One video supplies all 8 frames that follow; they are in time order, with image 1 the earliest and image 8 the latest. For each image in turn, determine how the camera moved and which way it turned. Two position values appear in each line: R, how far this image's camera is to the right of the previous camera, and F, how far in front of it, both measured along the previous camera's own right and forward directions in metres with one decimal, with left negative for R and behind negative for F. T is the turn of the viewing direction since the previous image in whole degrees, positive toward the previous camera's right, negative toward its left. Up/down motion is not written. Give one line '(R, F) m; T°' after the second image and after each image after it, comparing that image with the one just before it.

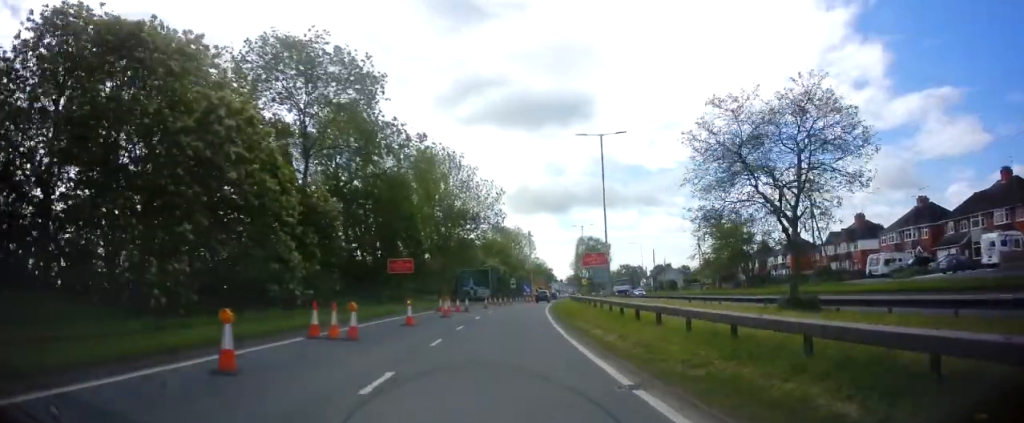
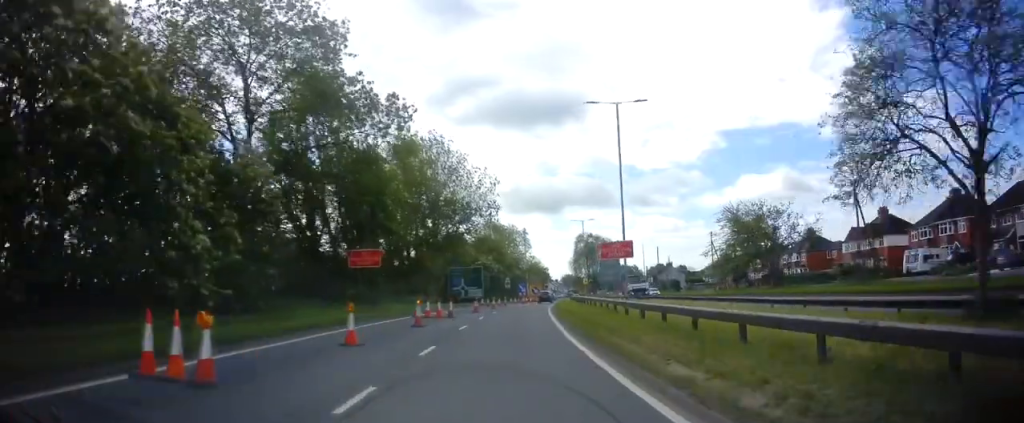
(+0.1, +7.5) m; +2°
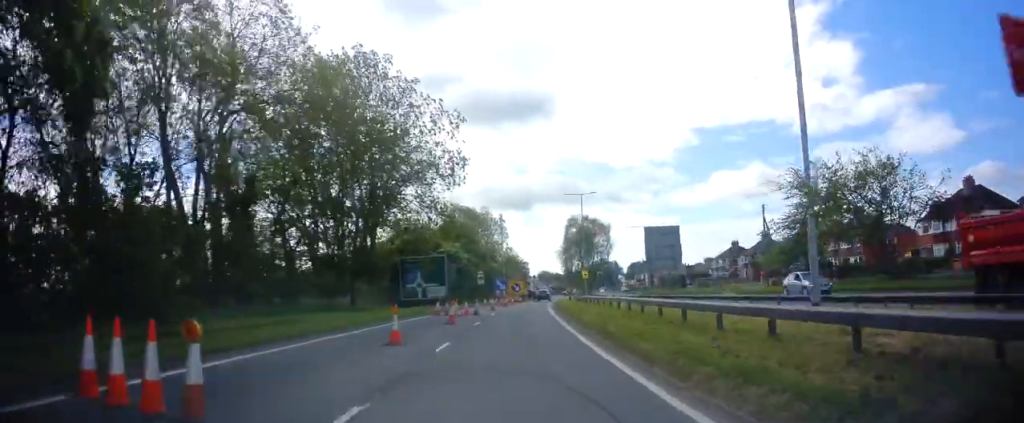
(+0.2, +22.1) m; +2°
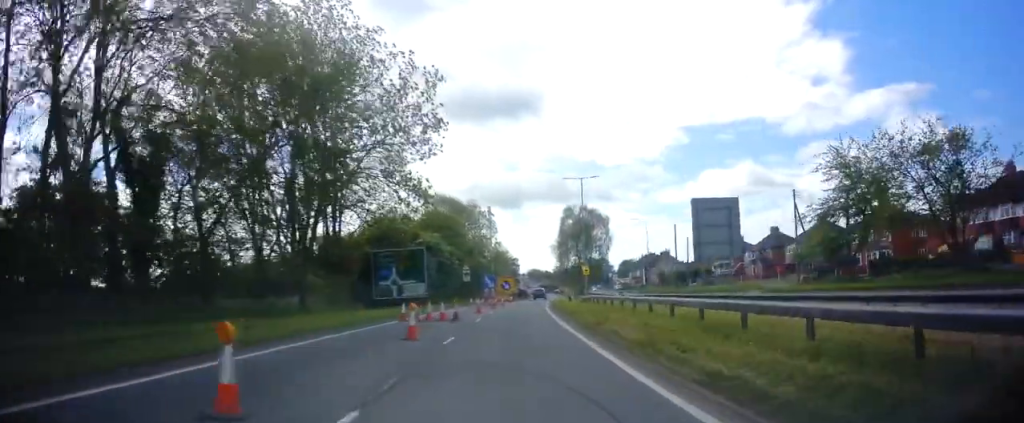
(+0.2, +8.4) m; +2°
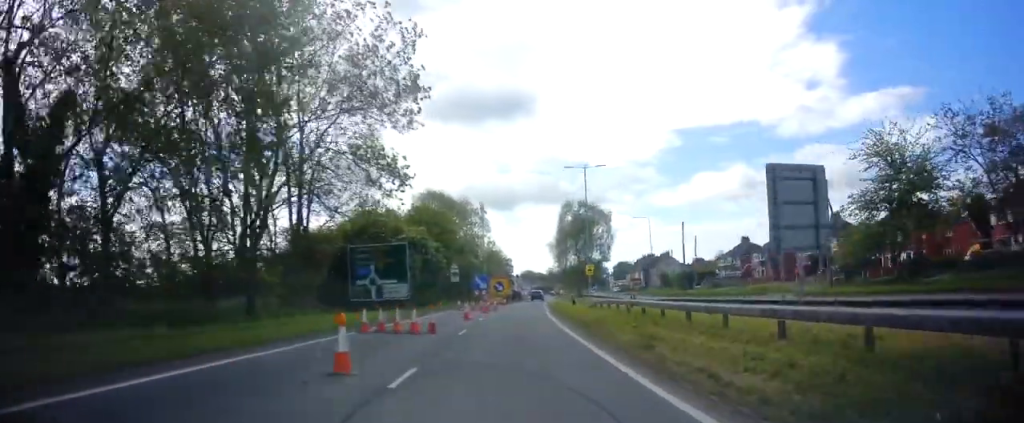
(-0.1, +6.2) m; +2°
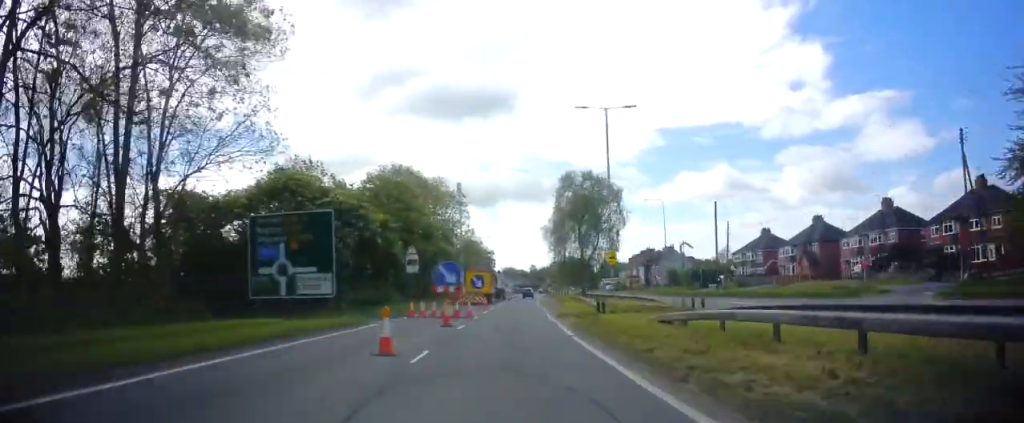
(+0.7, +16.7) m; +2°
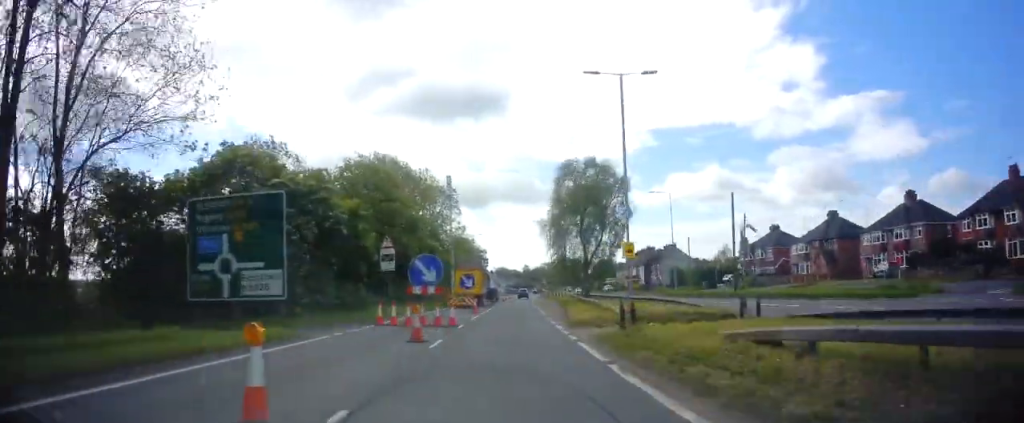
(-0.1, +6.0) m; 0°
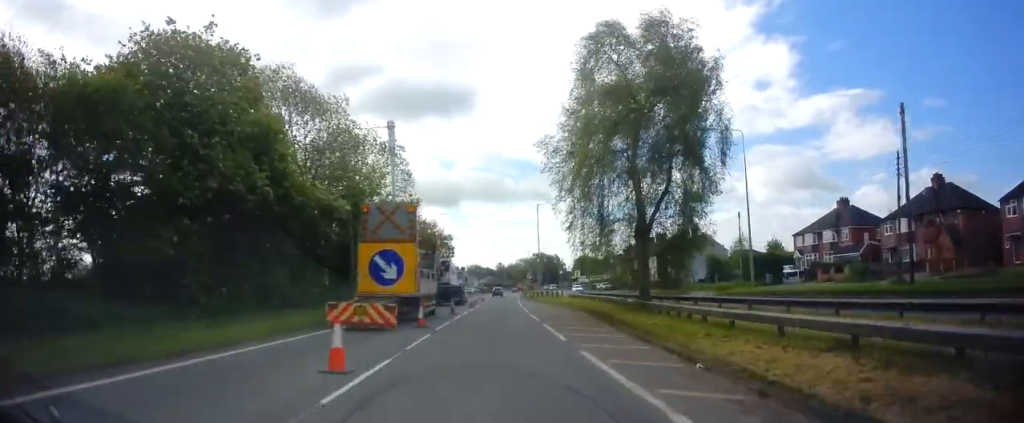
(0.0, +27.1) m; +1°
